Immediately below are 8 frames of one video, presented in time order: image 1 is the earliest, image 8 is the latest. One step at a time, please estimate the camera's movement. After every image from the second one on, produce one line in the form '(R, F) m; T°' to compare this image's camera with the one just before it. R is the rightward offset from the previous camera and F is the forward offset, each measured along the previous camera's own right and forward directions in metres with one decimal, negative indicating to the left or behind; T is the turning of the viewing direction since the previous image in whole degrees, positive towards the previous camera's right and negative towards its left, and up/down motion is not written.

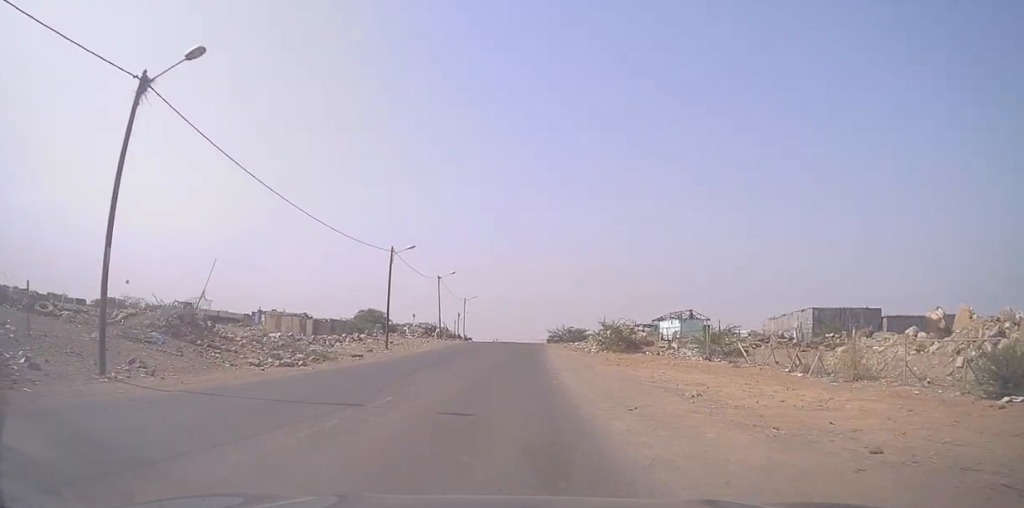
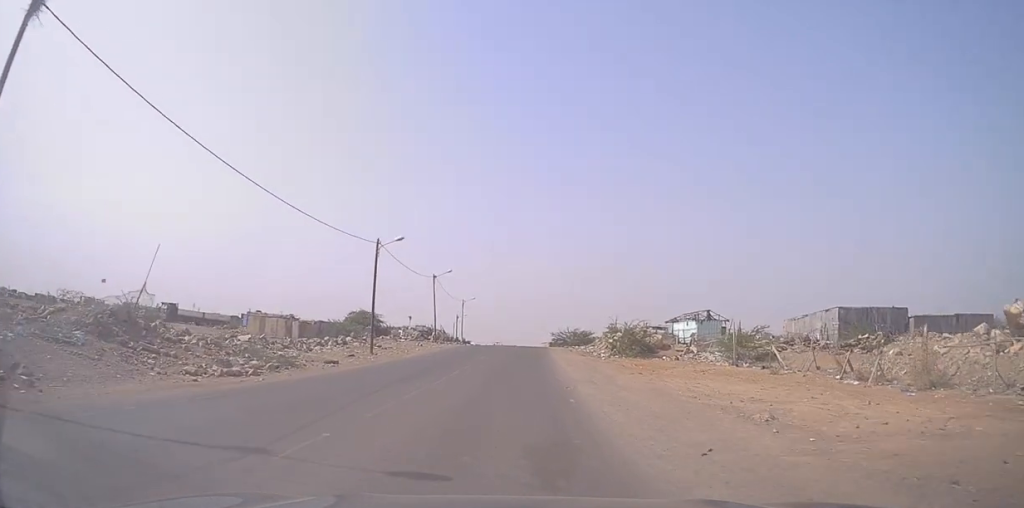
(0.0, +4.9) m; 0°
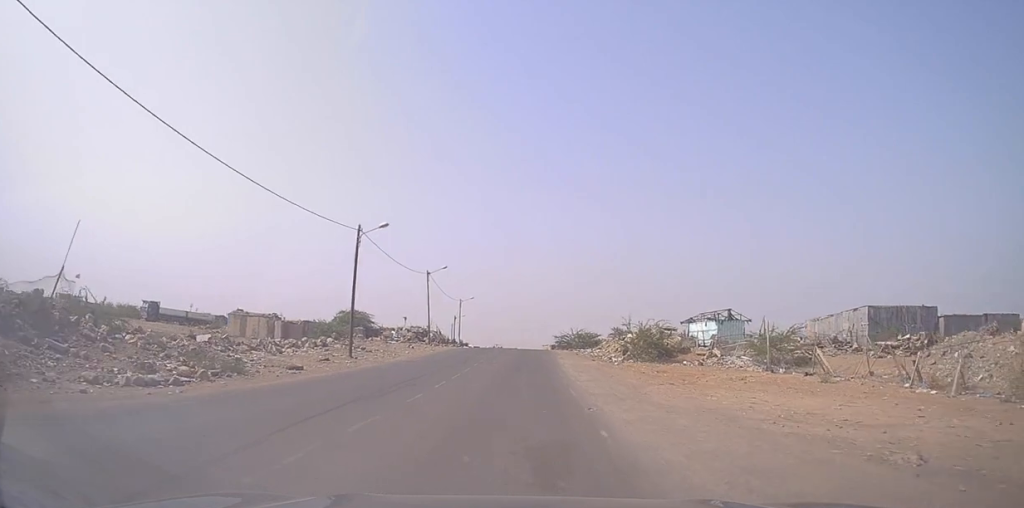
(0.0, +5.0) m; -1°
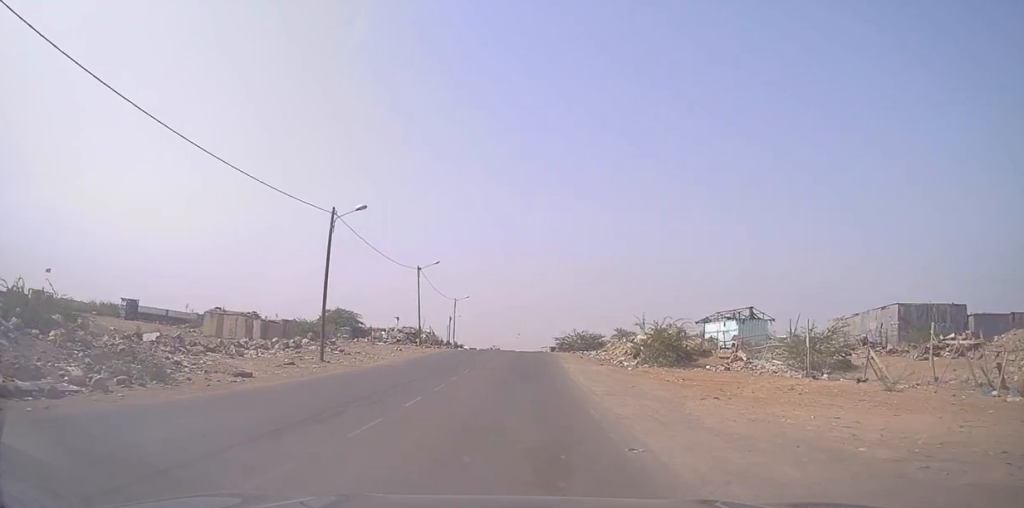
(0.0, +4.8) m; -1°
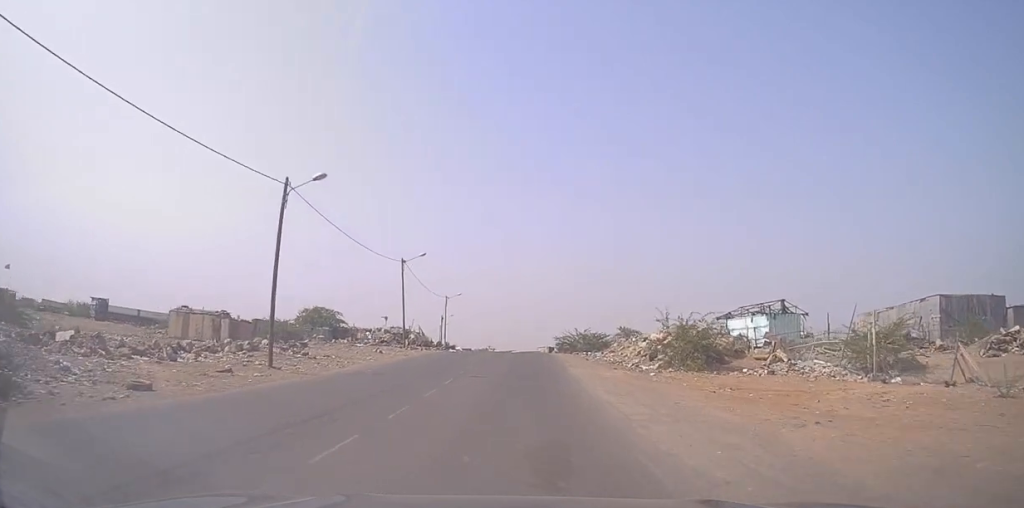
(-0.1, +5.9) m; -1°
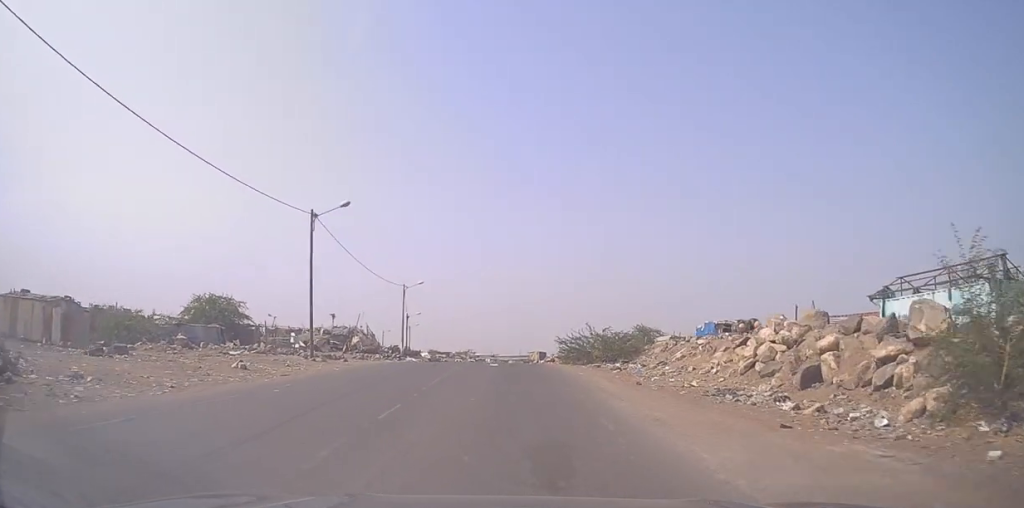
(+0.8, +20.1) m; +3°
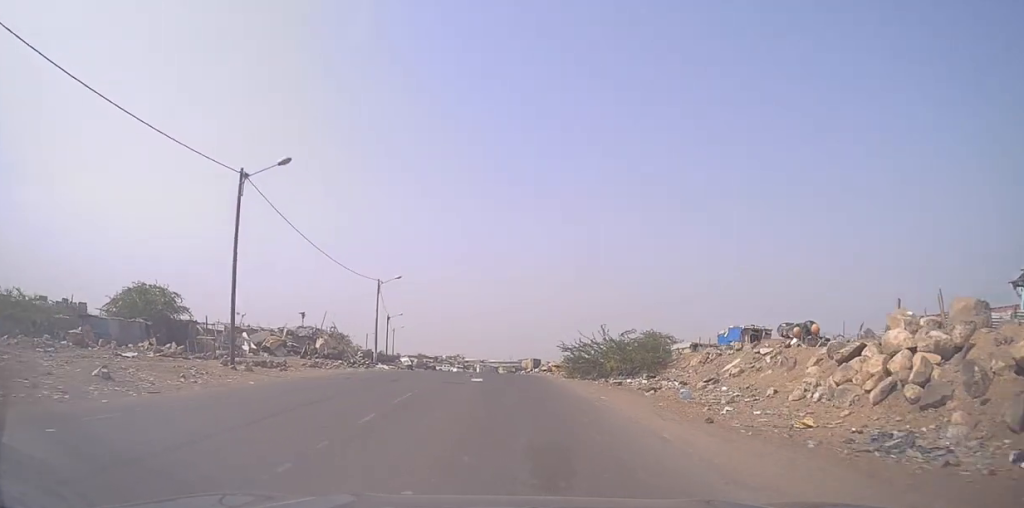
(-0.3, +8.2) m; 0°
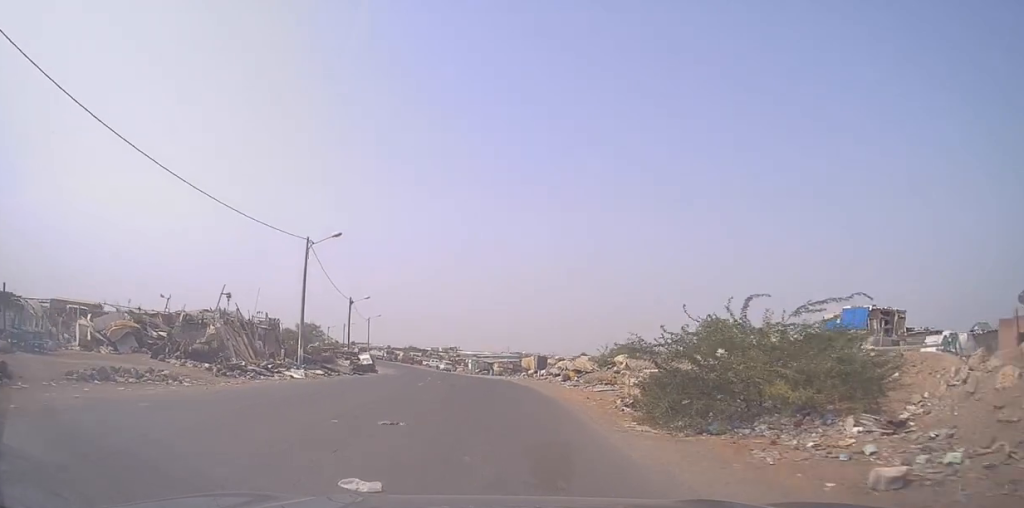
(+0.5, +17.7) m; +3°
